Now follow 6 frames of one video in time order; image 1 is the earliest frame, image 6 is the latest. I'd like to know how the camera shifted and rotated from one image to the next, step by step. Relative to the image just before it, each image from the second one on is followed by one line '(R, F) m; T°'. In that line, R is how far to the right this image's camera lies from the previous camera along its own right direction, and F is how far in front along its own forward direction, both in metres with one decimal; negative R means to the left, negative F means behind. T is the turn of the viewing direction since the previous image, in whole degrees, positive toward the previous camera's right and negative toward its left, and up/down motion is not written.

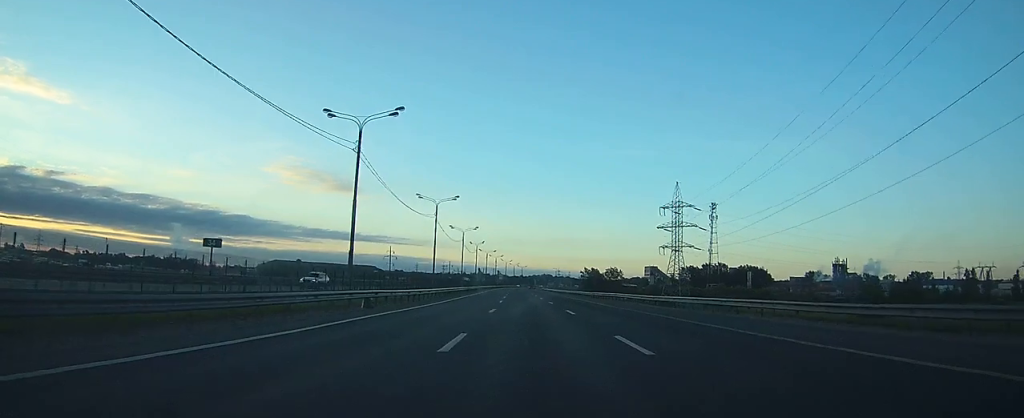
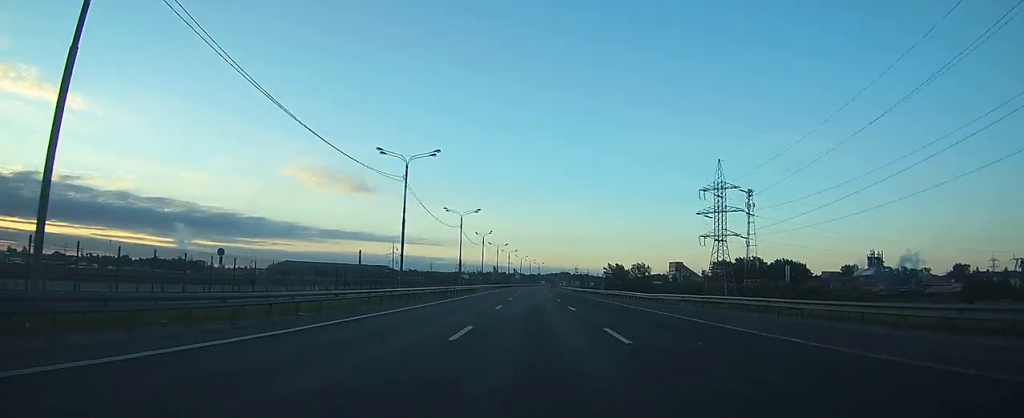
(-0.5, +30.0) m; -2°
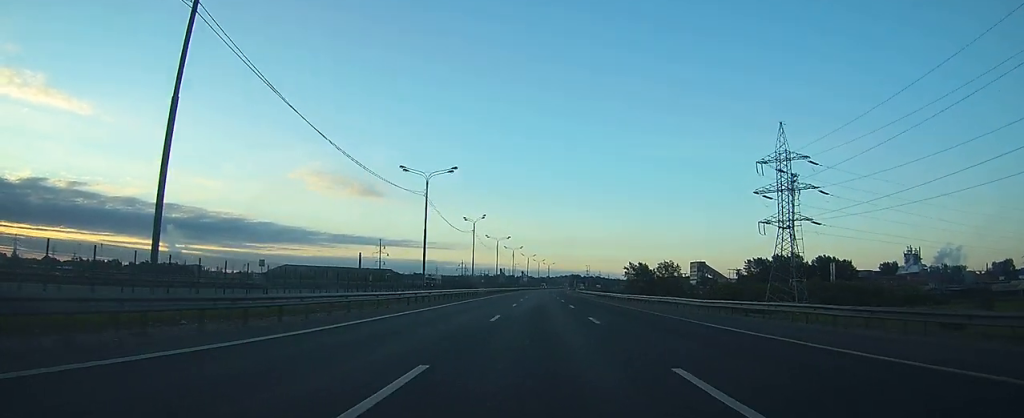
(-0.7, +39.7) m; -1°
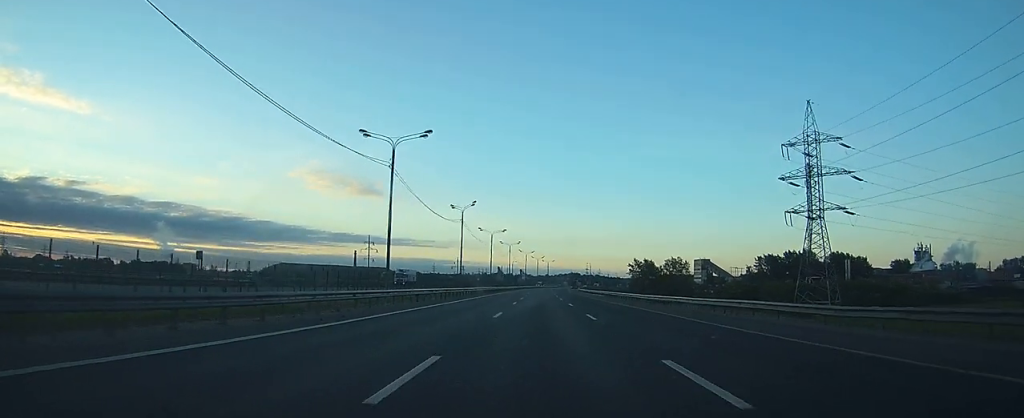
(0.0, +15.0) m; 0°
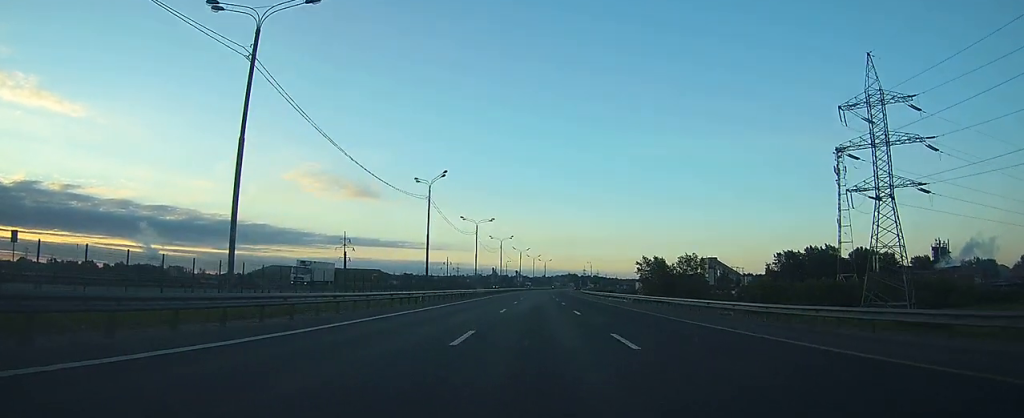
(-0.1, +25.6) m; 0°
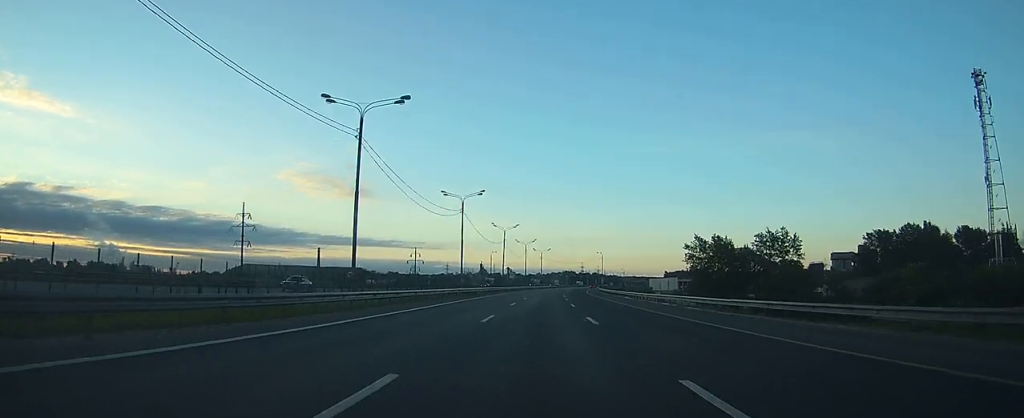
(+0.1, +72.0) m; 0°
